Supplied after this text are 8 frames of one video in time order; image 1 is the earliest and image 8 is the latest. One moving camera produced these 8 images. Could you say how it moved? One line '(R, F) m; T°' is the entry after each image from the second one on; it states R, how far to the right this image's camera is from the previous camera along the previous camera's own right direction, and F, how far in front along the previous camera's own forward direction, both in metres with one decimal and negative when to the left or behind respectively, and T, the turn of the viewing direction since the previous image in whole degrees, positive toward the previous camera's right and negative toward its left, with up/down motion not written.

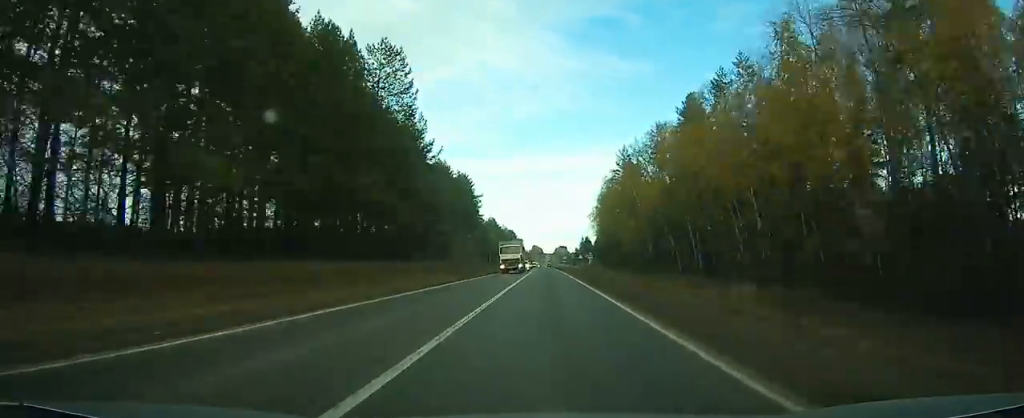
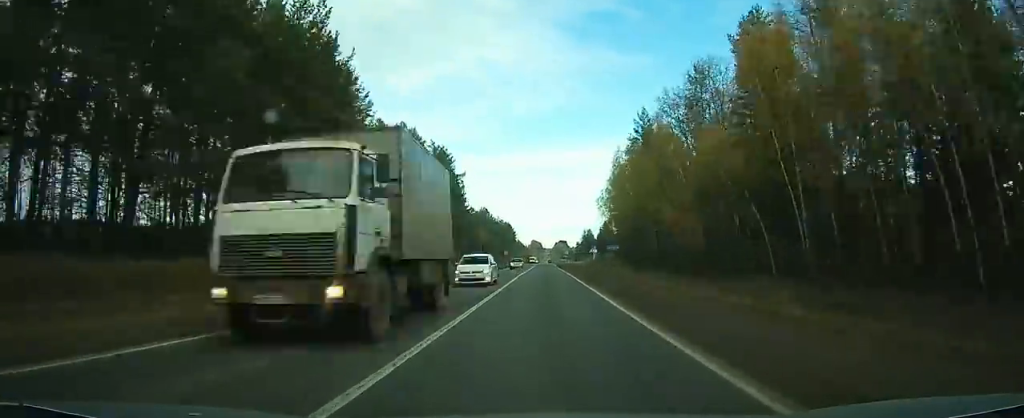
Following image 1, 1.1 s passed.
(0.0, +29.1) m; 0°
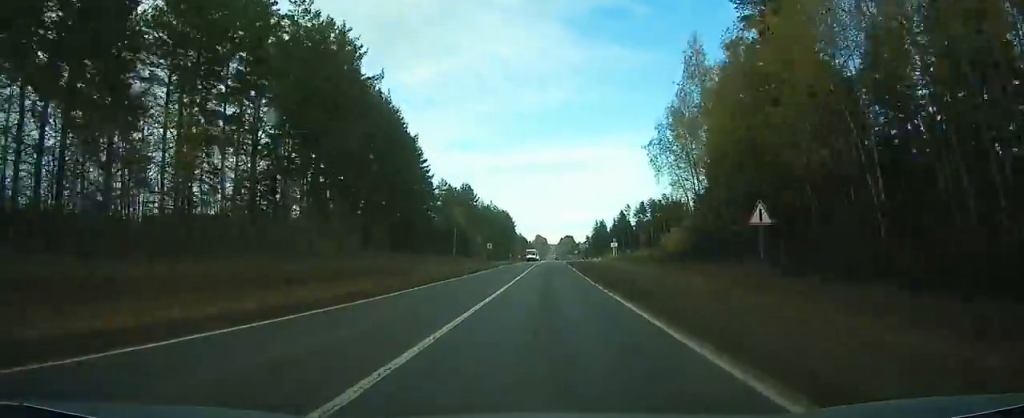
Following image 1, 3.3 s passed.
(0.0, +61.2) m; 0°
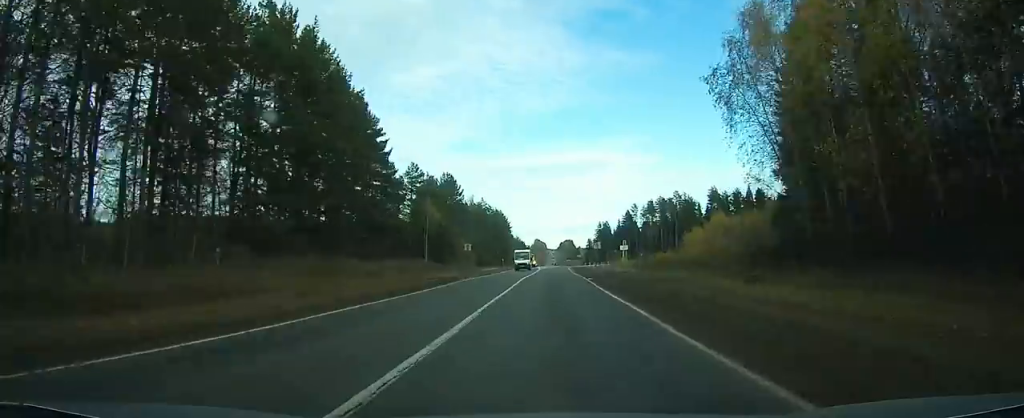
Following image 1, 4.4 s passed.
(0.0, +28.6) m; 0°
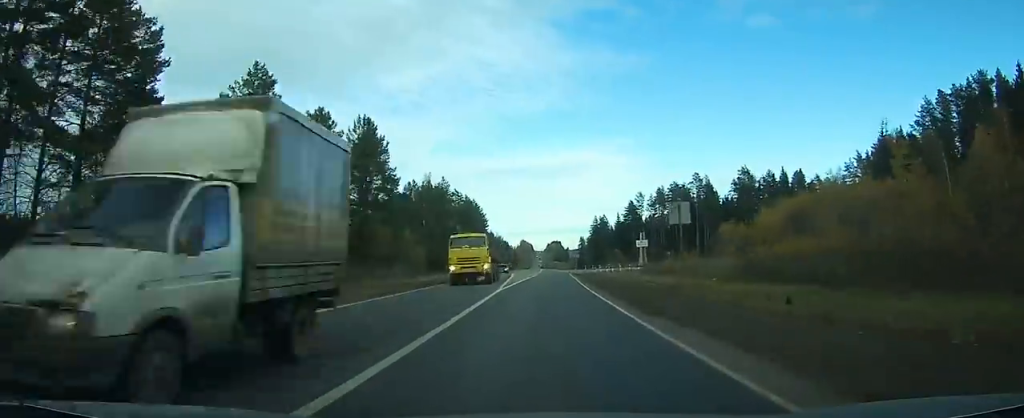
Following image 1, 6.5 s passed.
(-0.1, +54.5) m; 0°
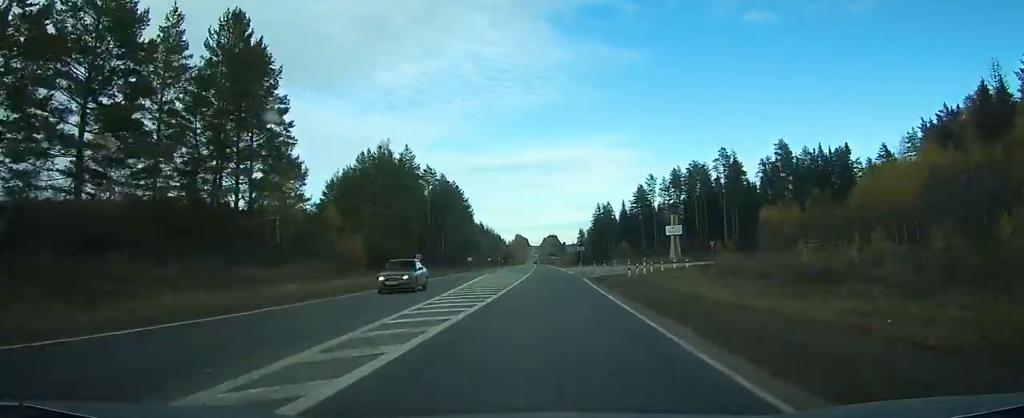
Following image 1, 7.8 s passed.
(0.0, +34.8) m; 0°
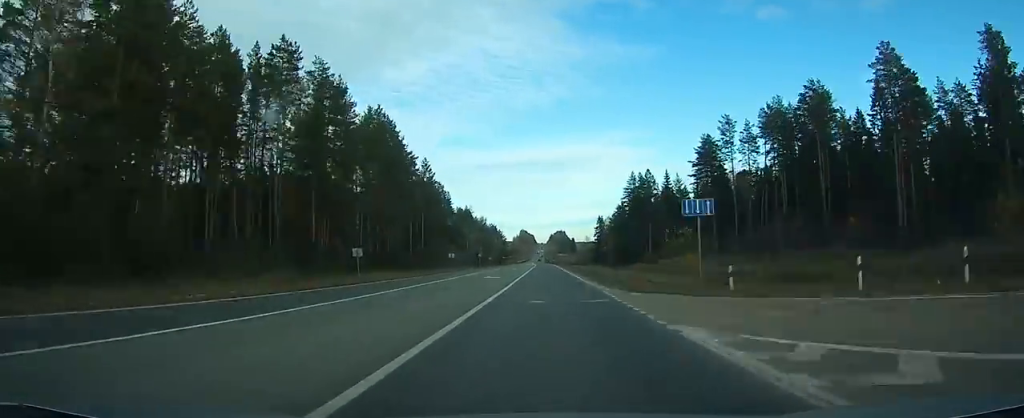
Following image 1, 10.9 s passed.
(+0.8, +81.3) m; +1°
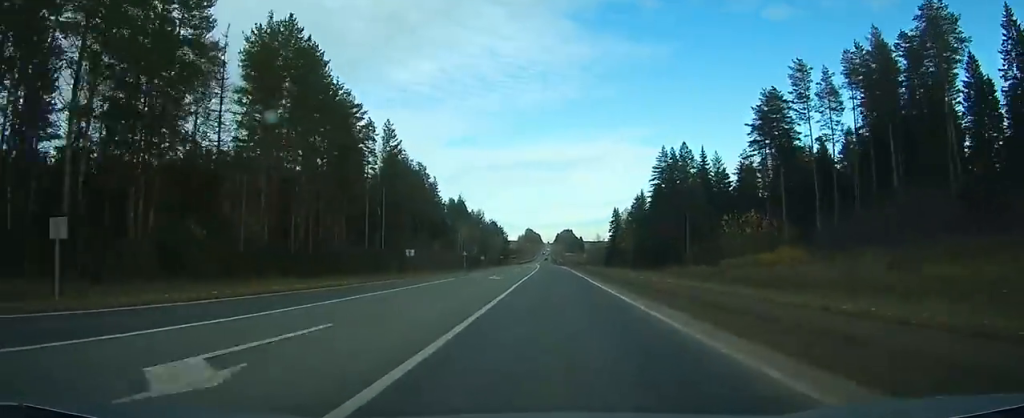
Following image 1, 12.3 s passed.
(+0.1, +34.7) m; 0°
